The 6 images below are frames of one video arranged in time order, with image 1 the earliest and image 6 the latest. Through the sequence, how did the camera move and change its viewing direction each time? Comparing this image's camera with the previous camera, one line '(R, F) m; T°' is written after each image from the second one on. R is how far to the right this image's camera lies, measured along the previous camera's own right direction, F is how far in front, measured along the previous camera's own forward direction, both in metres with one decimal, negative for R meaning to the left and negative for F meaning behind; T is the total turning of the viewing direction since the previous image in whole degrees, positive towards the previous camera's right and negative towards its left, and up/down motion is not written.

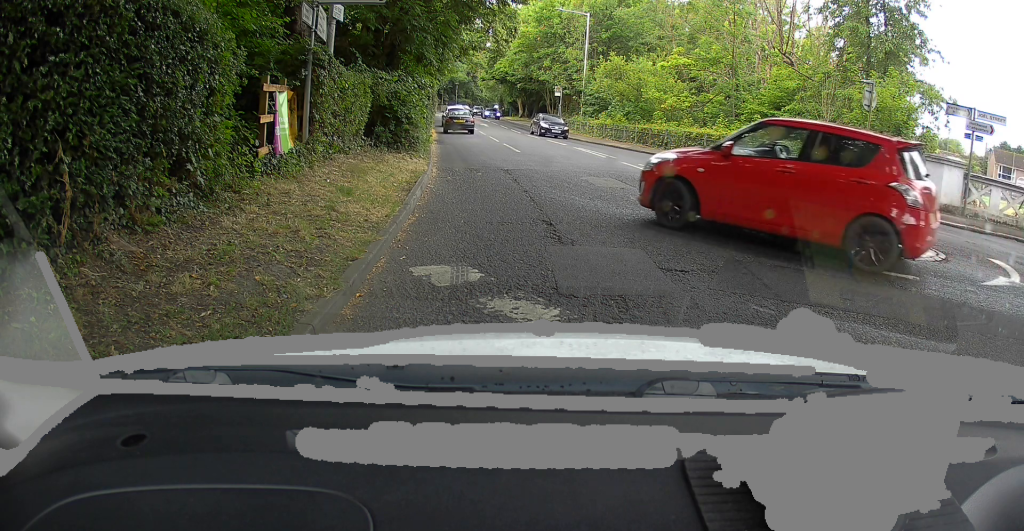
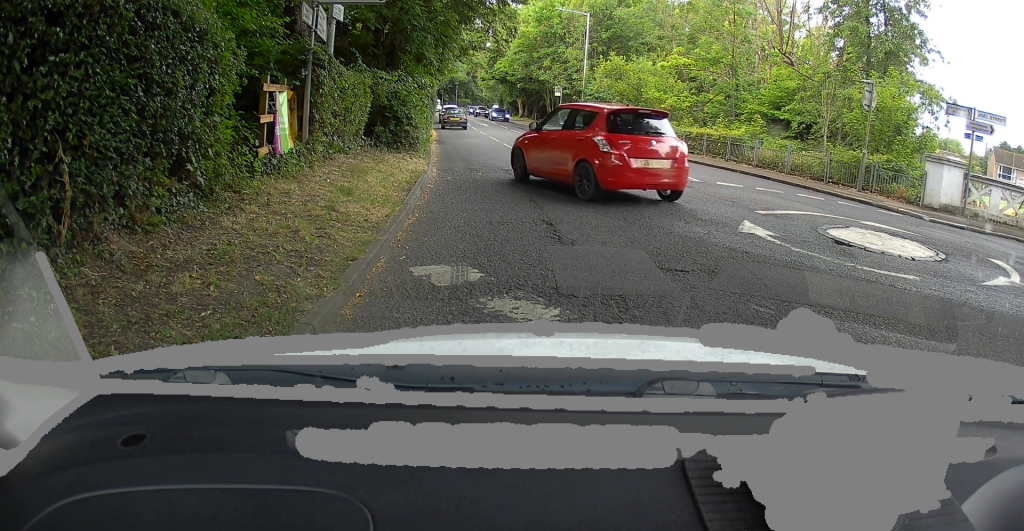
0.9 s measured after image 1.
(0.0, 0.0) m; 0°
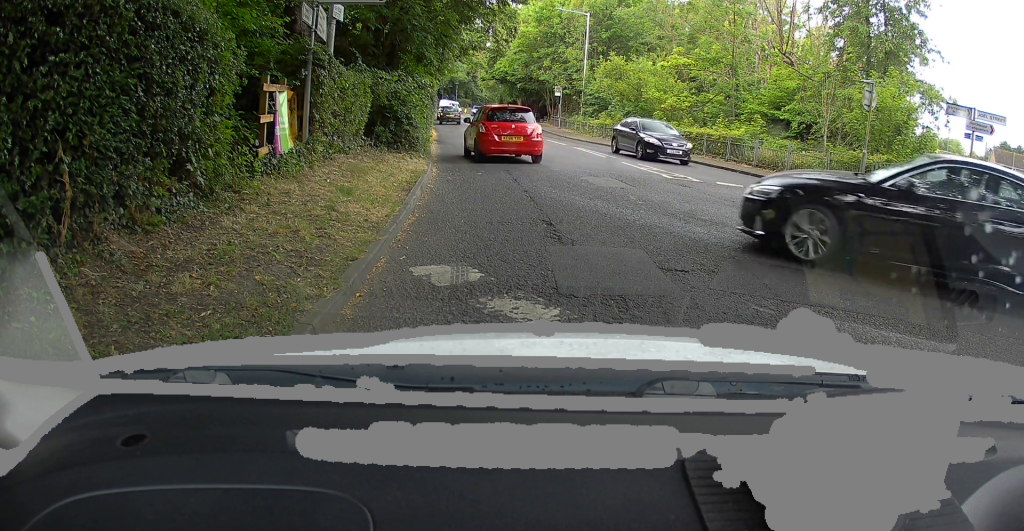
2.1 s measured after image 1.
(0.0, 0.0) m; 0°
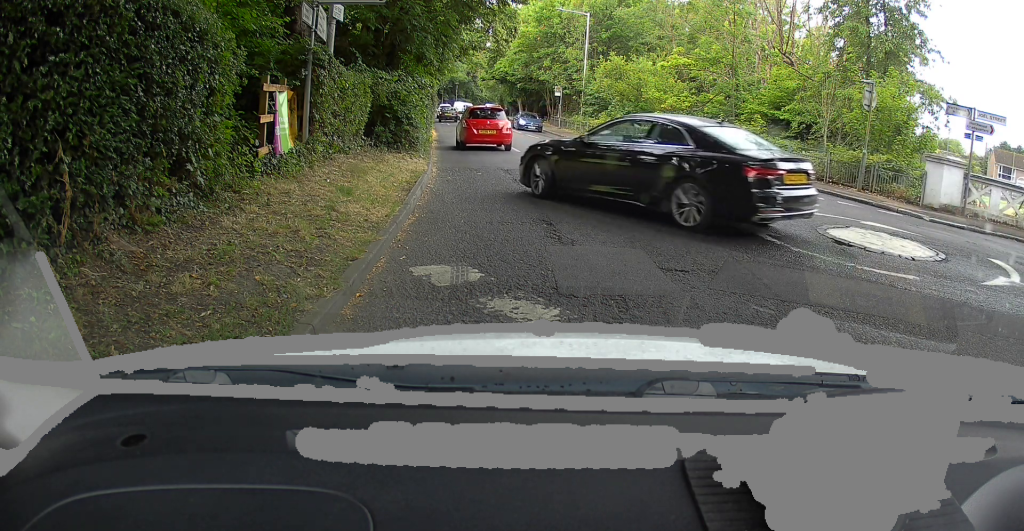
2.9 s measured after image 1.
(0.0, 0.0) m; 0°
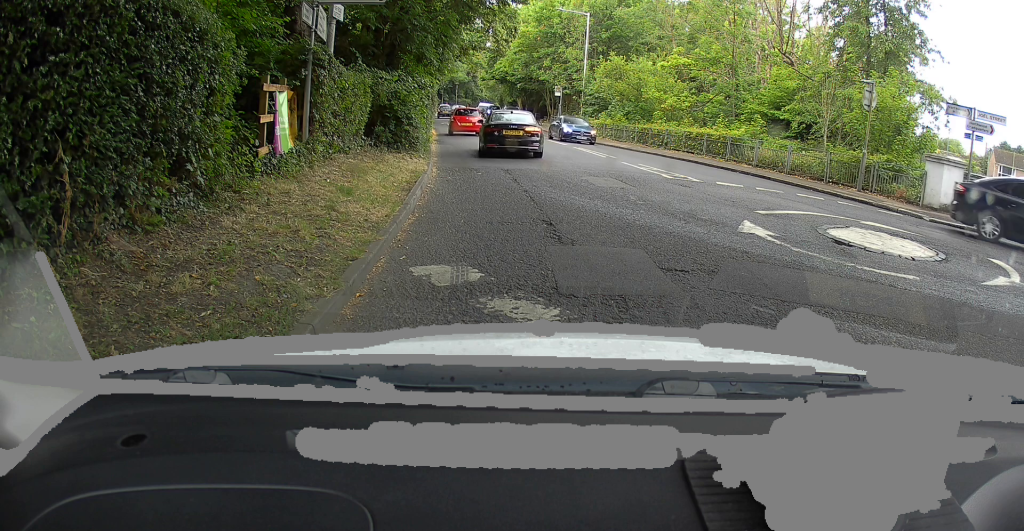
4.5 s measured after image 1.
(0.0, 0.0) m; 0°
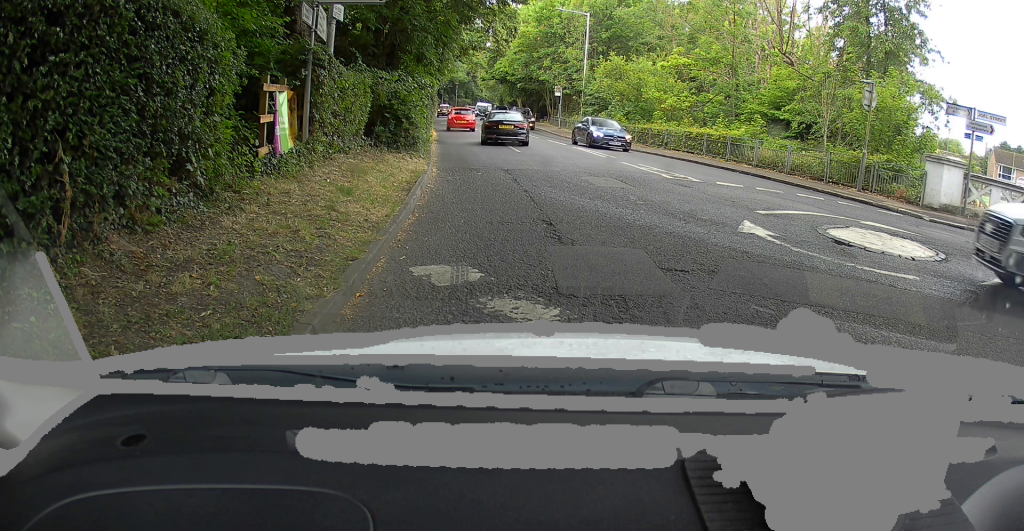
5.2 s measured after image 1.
(0.0, 0.0) m; 0°
